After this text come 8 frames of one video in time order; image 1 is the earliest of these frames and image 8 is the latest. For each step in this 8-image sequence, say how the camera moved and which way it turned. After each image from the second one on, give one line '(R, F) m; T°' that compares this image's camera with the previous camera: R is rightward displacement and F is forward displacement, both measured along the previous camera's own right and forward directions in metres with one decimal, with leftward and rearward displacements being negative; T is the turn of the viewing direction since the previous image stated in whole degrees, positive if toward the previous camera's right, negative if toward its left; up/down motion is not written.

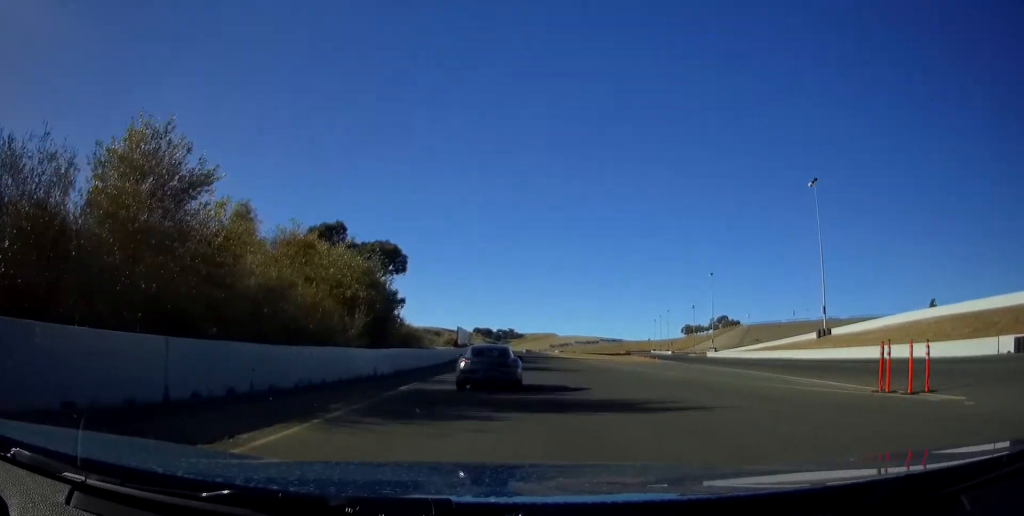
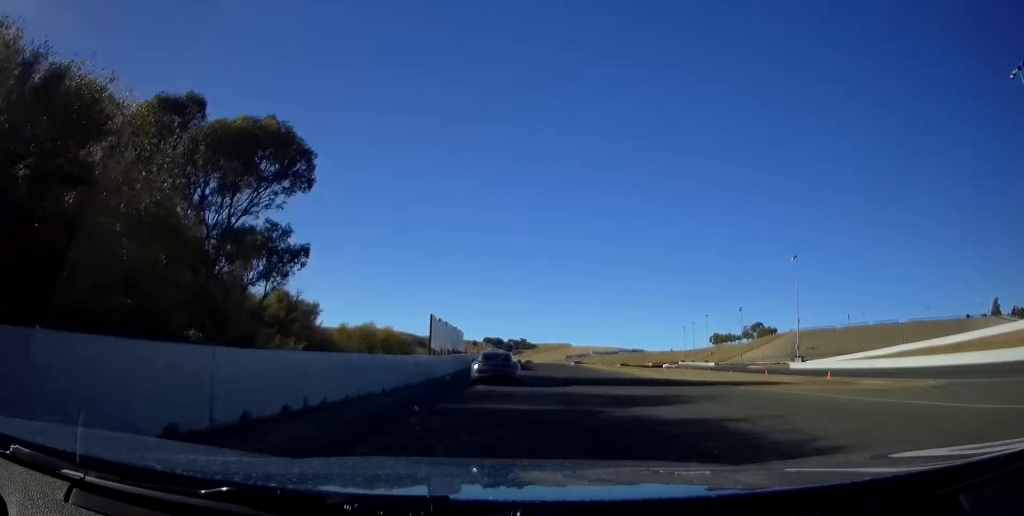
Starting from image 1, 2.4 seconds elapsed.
(-0.5, +47.4) m; -1°
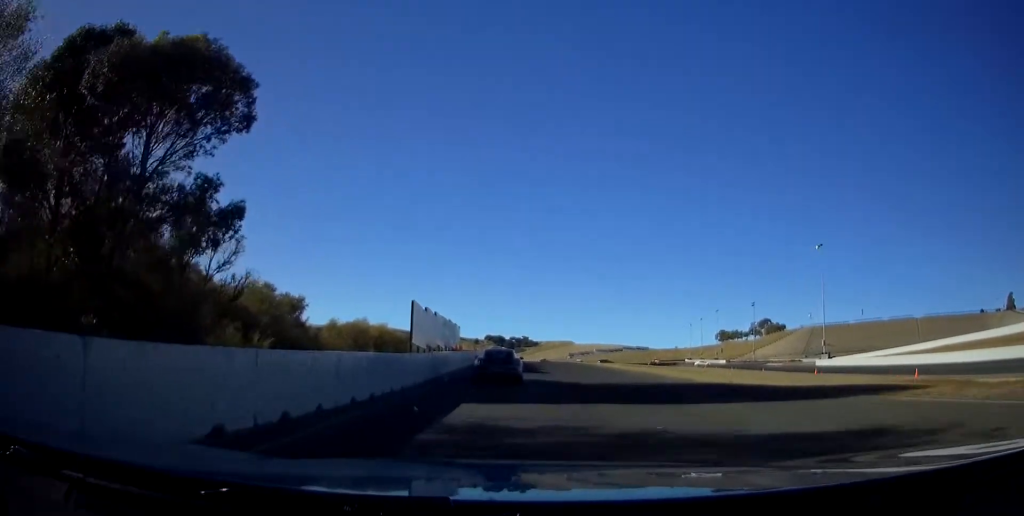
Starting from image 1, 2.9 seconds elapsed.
(0.0, +10.8) m; 0°
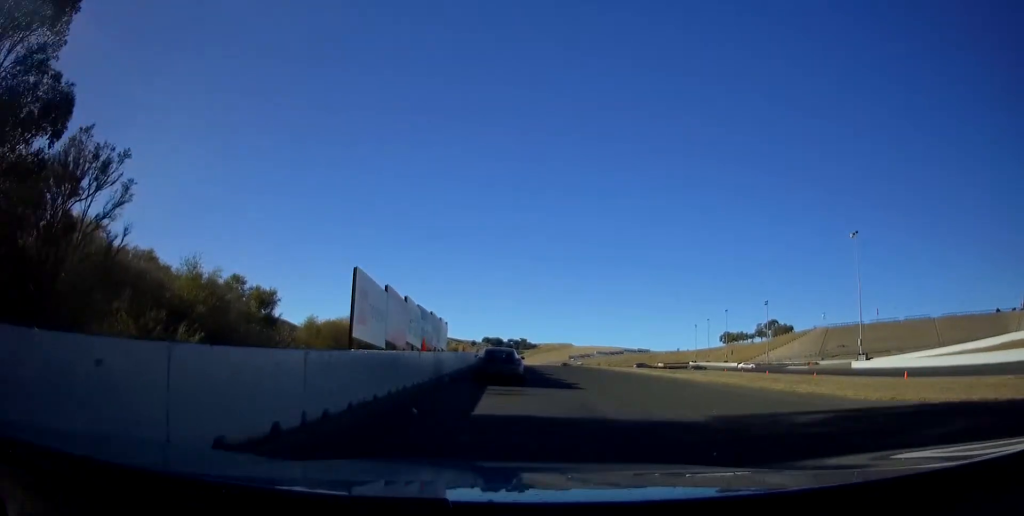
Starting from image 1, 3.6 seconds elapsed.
(-0.2, +14.6) m; -1°
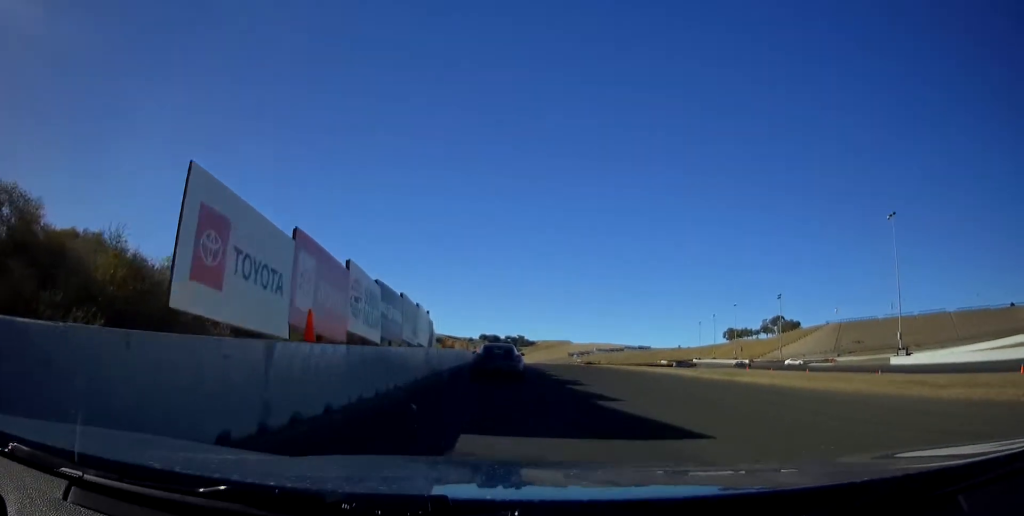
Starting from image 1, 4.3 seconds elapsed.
(0.0, +13.1) m; 0°
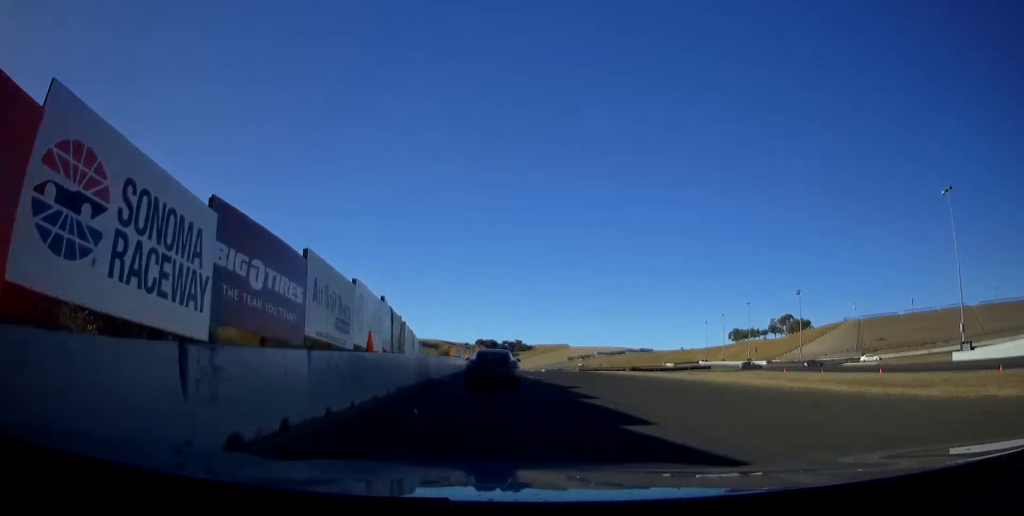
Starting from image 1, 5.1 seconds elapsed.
(0.0, +17.1) m; 0°
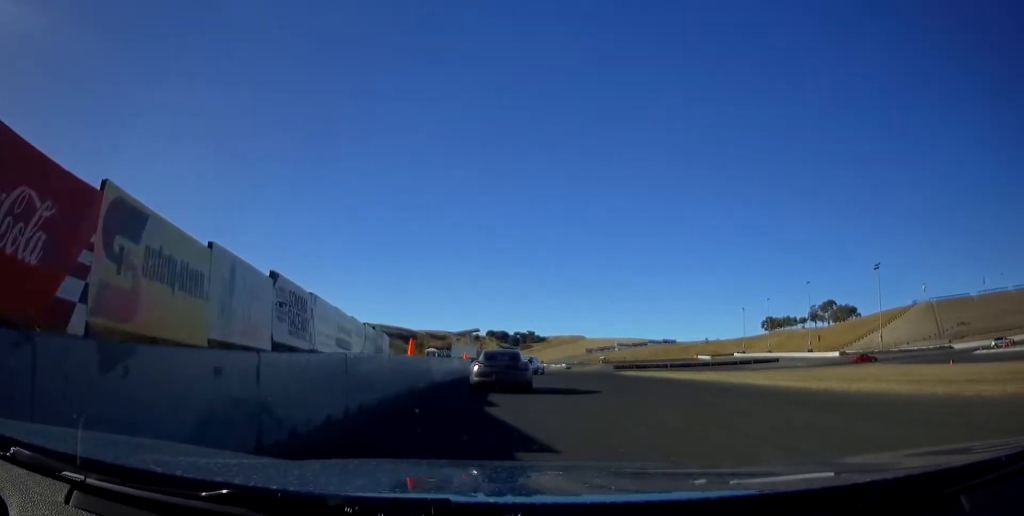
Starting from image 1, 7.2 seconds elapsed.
(-0.1, +40.8) m; 0°
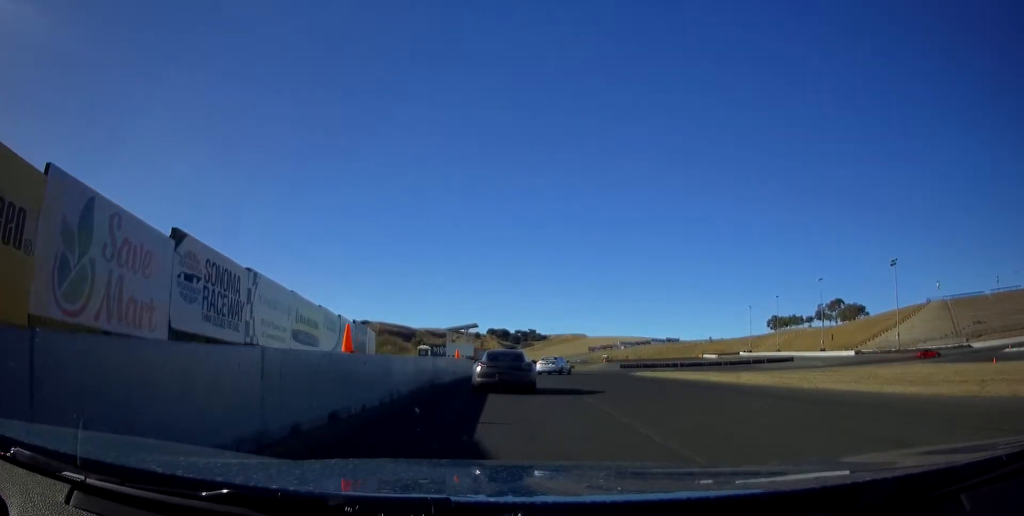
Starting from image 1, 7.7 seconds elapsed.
(0.0, +7.8) m; 0°
